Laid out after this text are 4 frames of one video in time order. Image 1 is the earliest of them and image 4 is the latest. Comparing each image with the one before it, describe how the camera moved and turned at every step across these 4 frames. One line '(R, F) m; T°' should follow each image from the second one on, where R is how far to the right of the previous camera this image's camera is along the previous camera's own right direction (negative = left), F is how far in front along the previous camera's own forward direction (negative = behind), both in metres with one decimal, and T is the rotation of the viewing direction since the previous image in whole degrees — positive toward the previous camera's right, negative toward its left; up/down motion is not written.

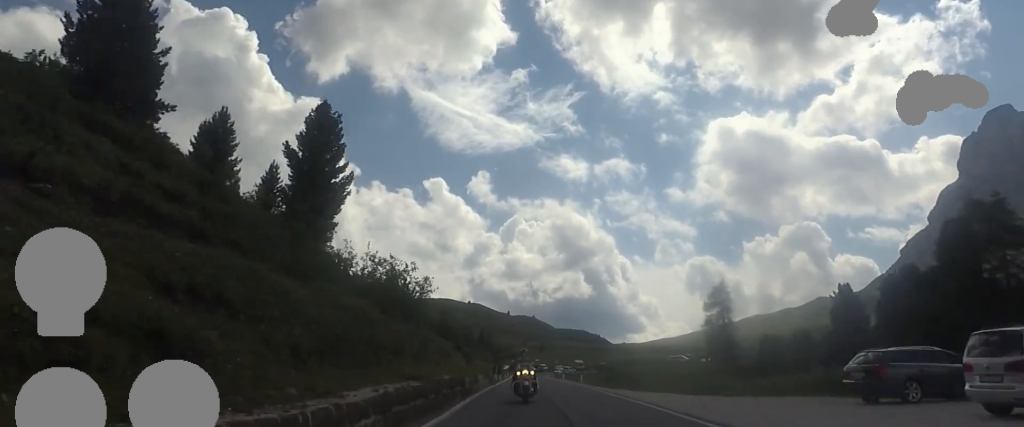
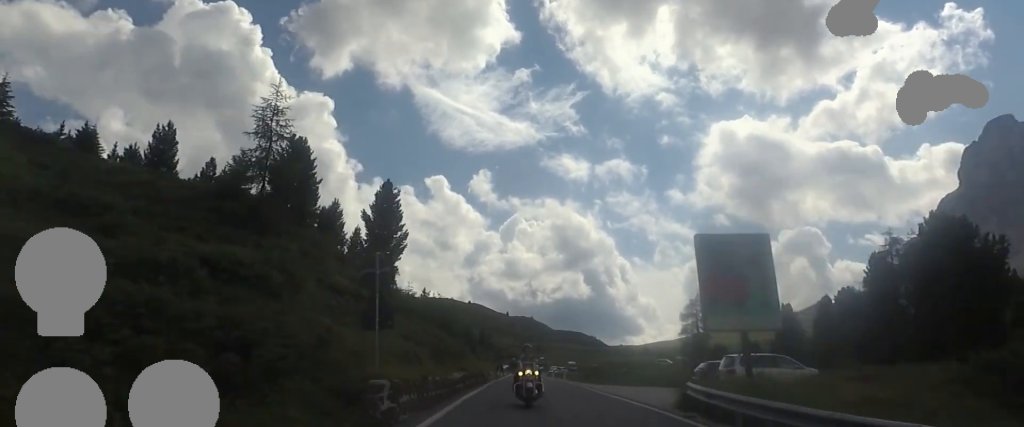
(+0.4, +15.0) m; +2°
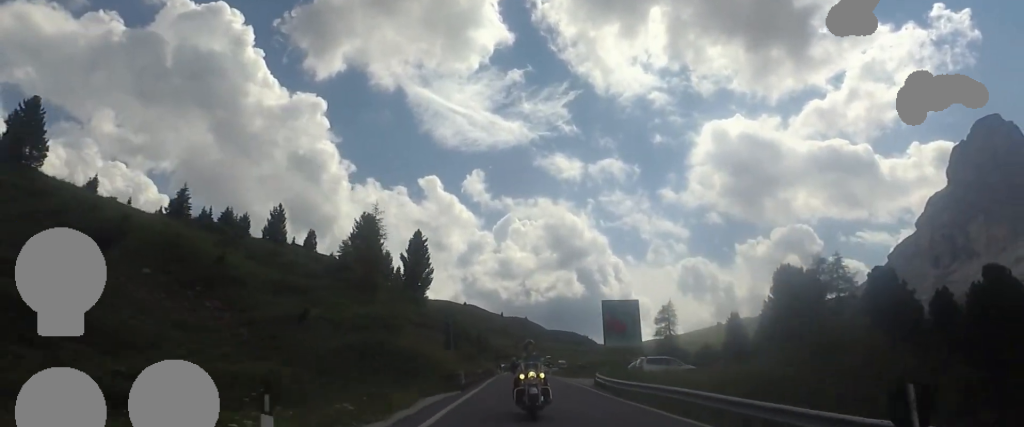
(+0.3, +17.0) m; +1°
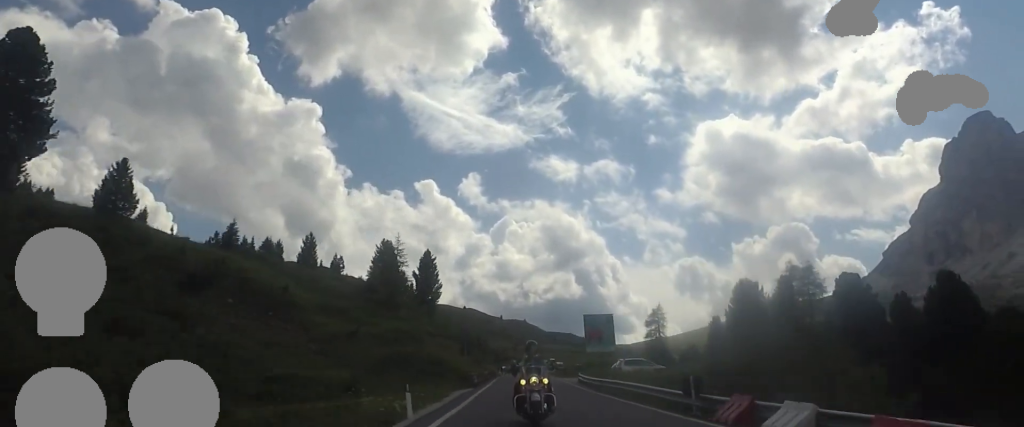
(0.0, +8.5) m; -1°
